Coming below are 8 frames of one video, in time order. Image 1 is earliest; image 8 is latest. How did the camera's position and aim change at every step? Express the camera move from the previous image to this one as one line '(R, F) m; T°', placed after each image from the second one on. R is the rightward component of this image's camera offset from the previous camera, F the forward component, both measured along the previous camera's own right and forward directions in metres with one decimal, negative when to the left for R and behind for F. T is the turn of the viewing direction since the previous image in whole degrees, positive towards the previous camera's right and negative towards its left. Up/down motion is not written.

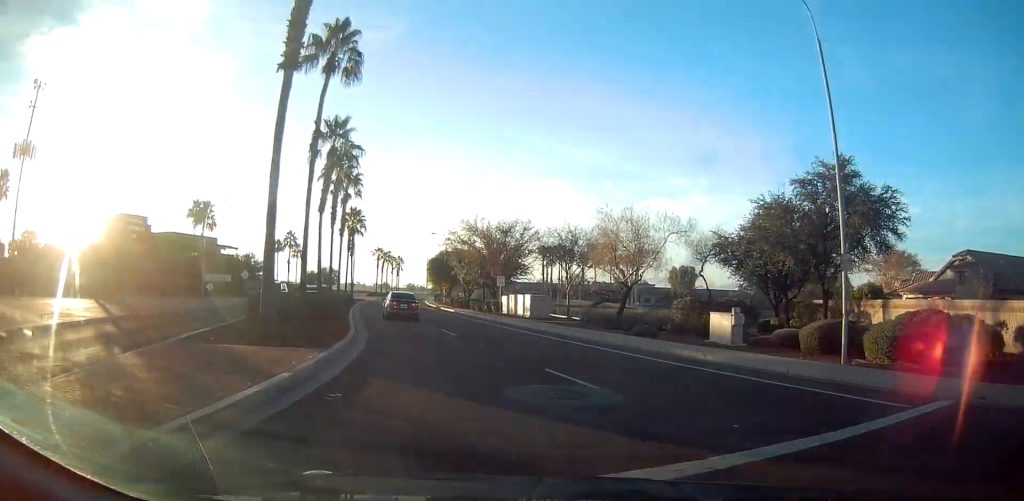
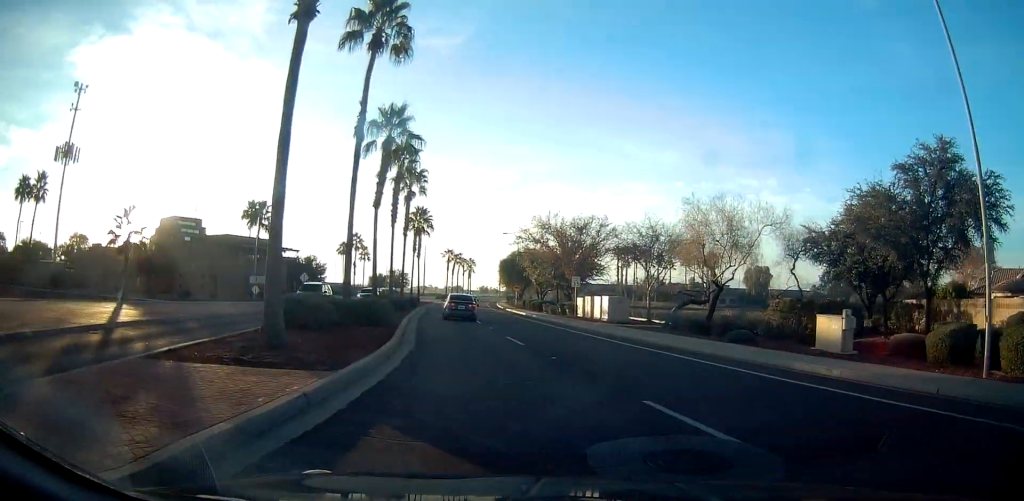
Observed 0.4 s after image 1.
(-0.1, +3.5) m; -6°
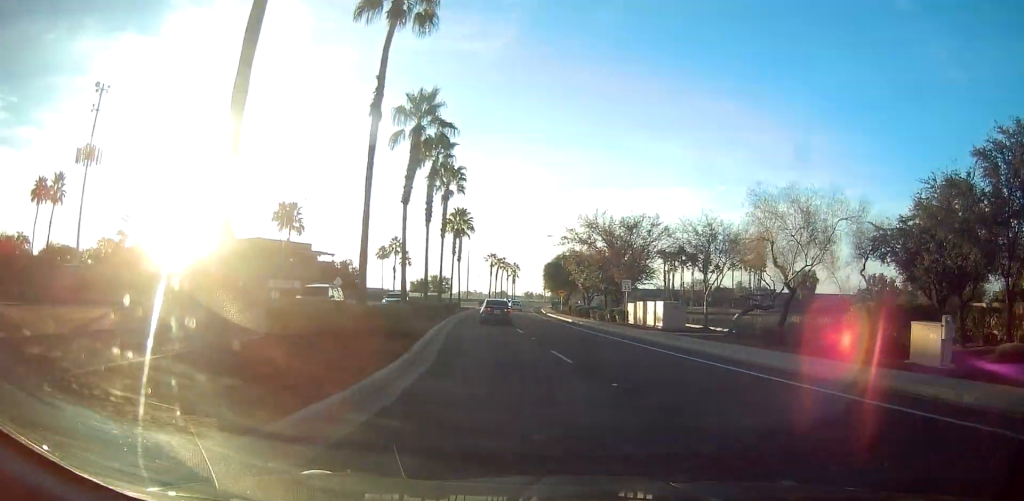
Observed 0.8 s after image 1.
(-0.2, +3.7) m; -3°
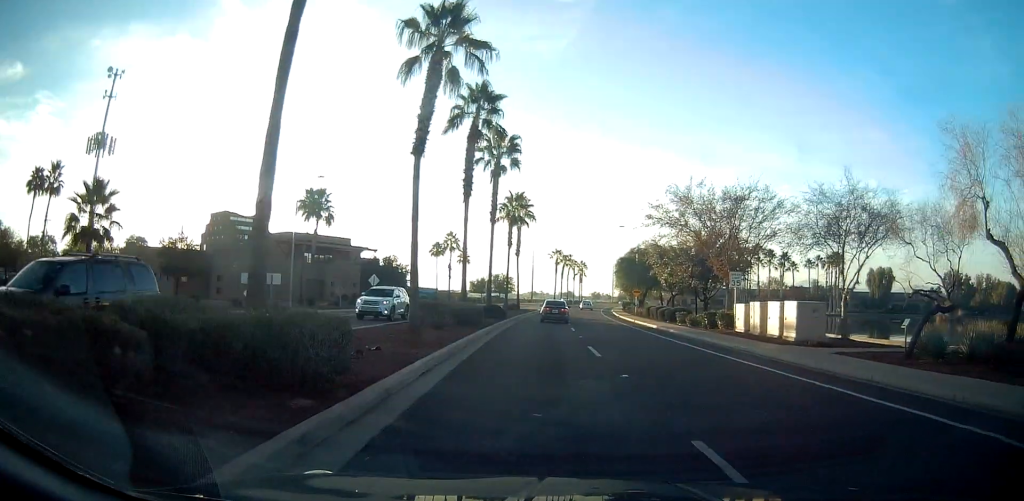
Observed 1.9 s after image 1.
(-0.8, +10.7) m; -8°
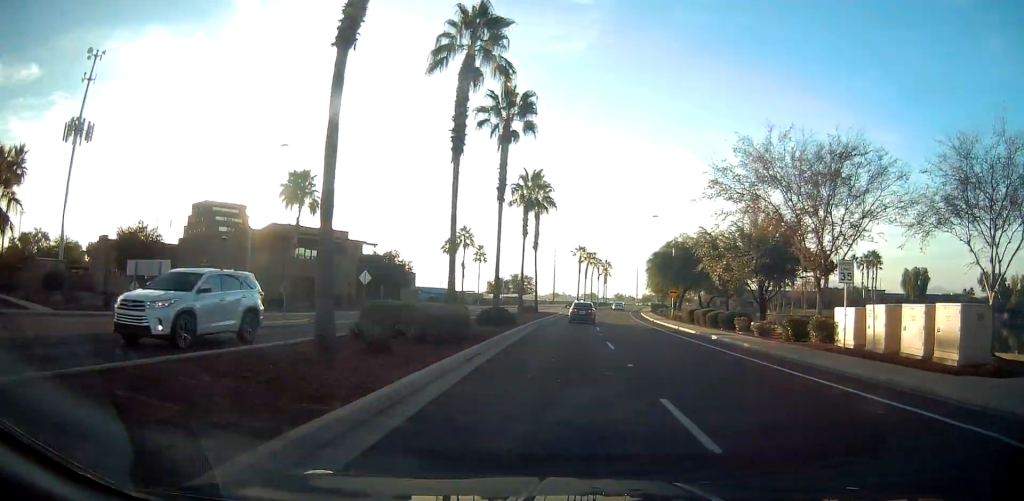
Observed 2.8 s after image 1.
(-0.5, +9.7) m; -3°
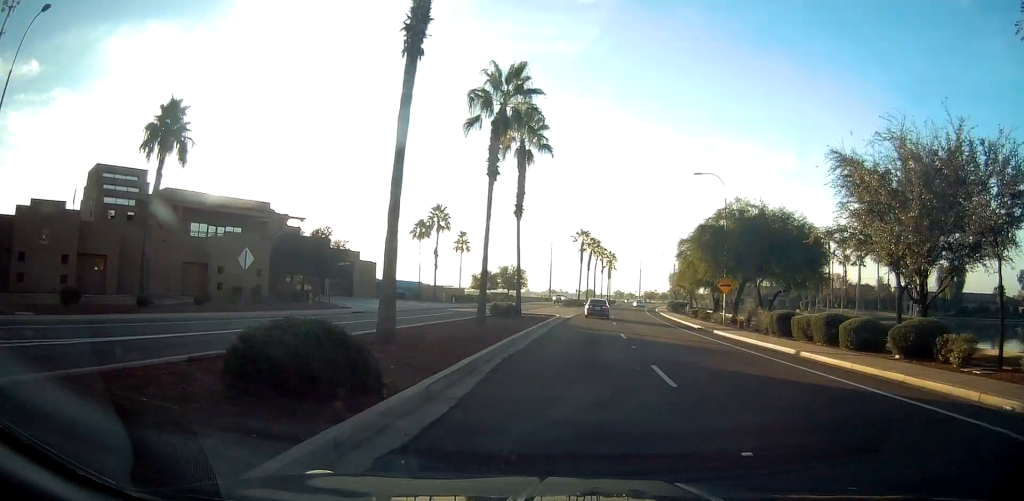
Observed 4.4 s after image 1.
(+0.5, +20.7) m; +2°
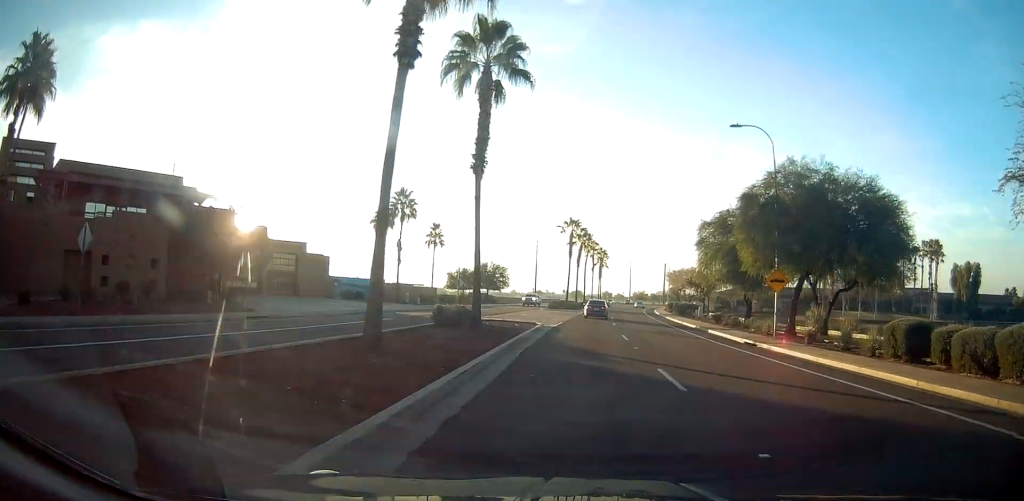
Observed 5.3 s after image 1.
(-0.4, +12.2) m; -2°
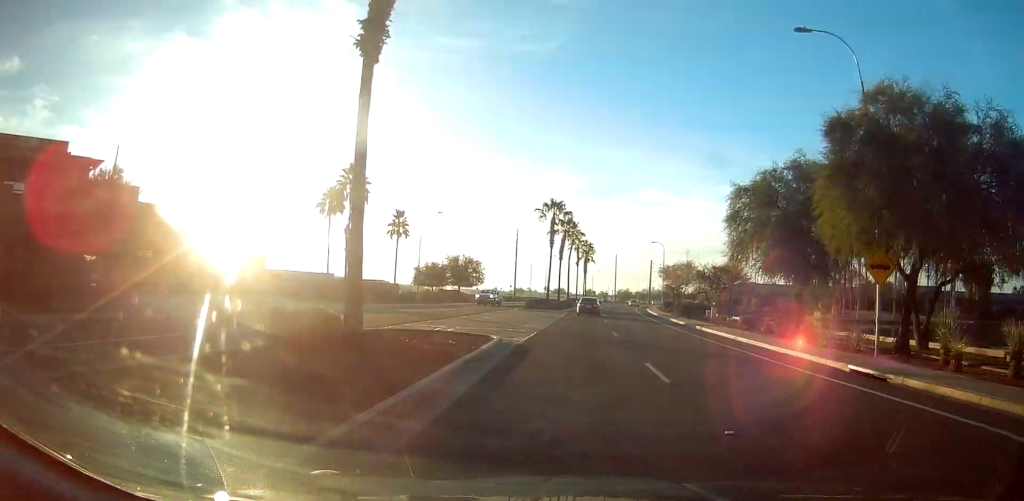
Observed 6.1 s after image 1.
(-0.1, +11.5) m; +2°
